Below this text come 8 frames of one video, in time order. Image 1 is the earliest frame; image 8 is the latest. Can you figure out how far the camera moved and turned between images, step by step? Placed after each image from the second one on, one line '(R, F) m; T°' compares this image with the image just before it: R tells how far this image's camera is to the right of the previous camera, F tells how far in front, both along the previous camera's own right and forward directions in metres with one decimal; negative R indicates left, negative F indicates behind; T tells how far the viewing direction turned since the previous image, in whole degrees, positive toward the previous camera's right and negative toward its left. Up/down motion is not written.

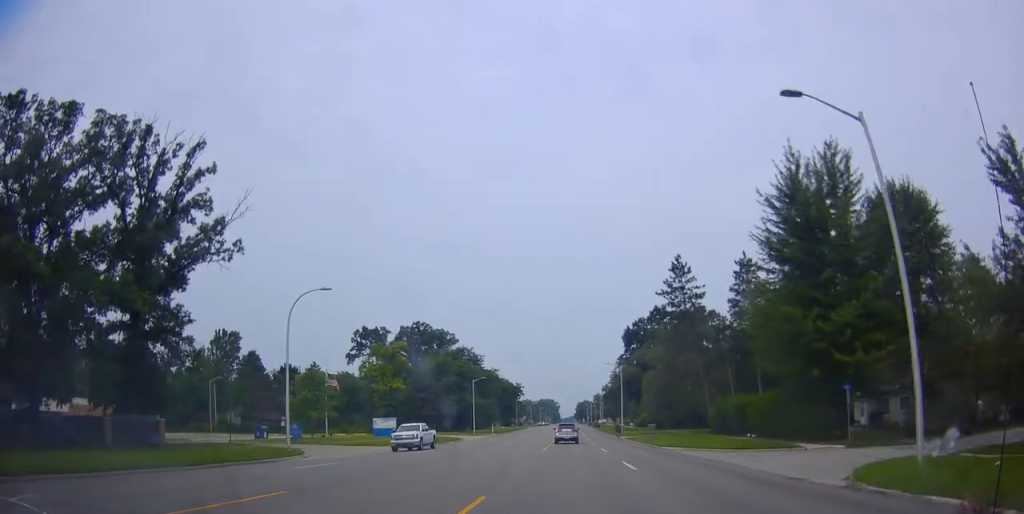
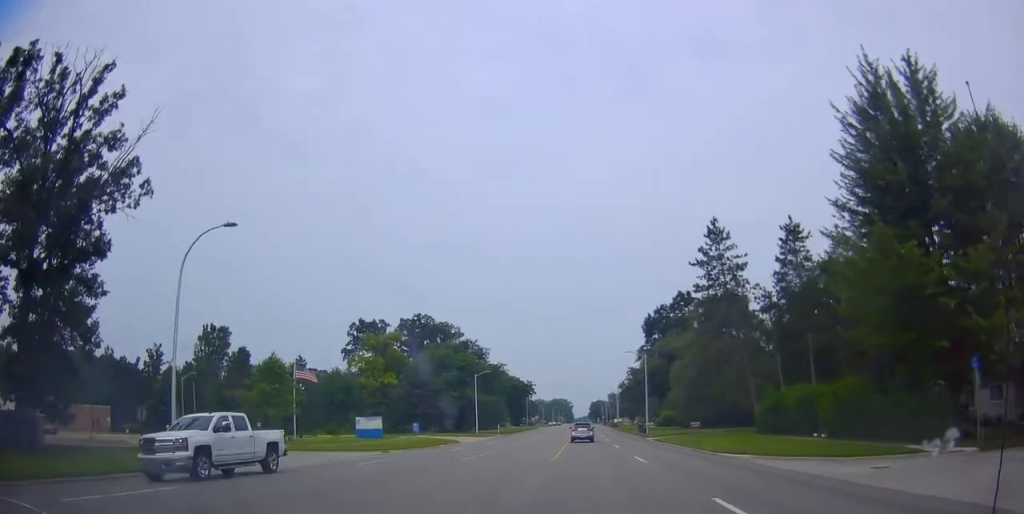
(-0.1, +11.5) m; -1°
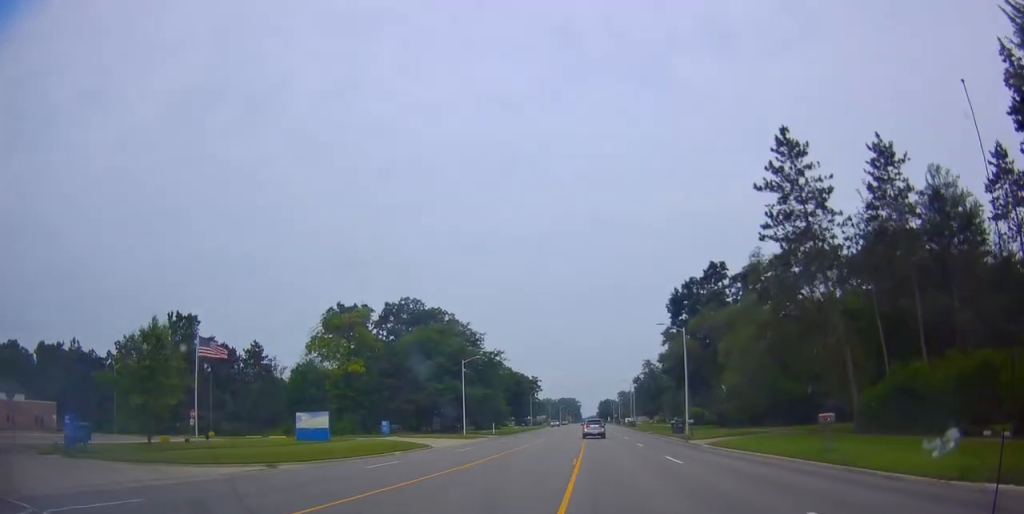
(-0.3, +17.9) m; -1°
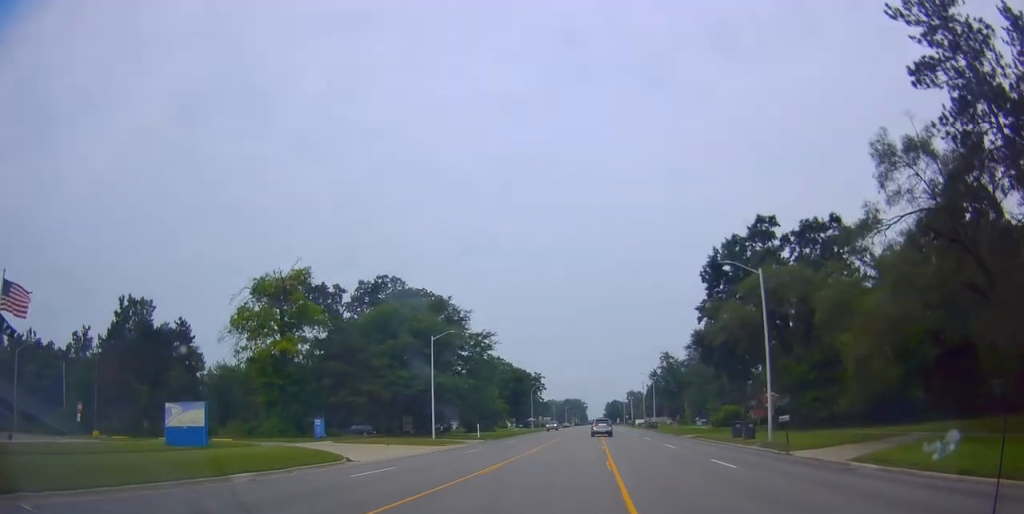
(0.0, +20.5) m; 0°
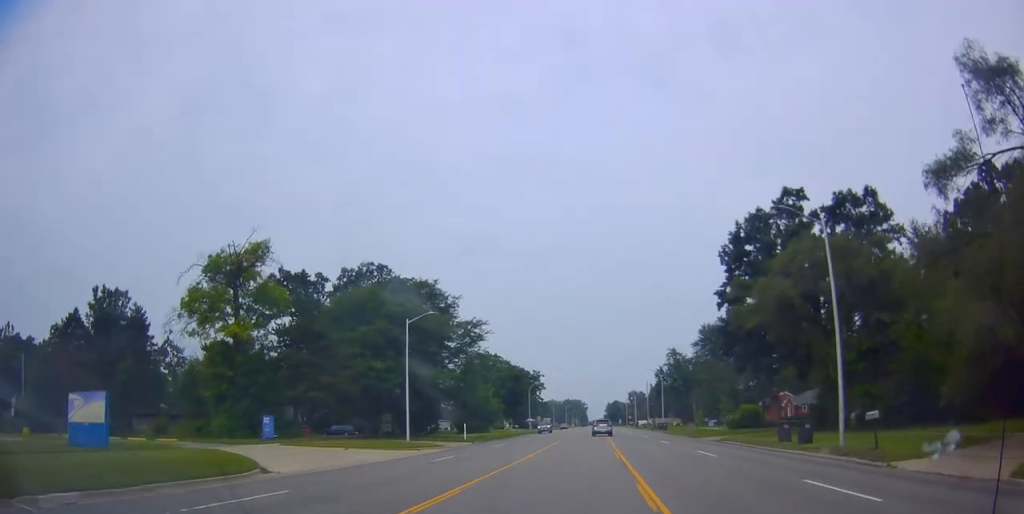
(0.0, +9.9) m; 0°
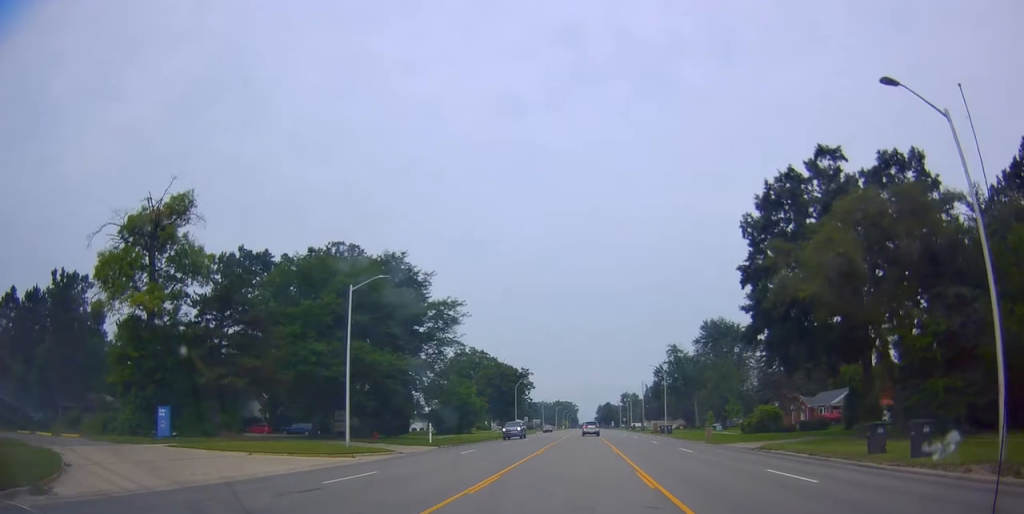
(0.0, +14.3) m; +1°
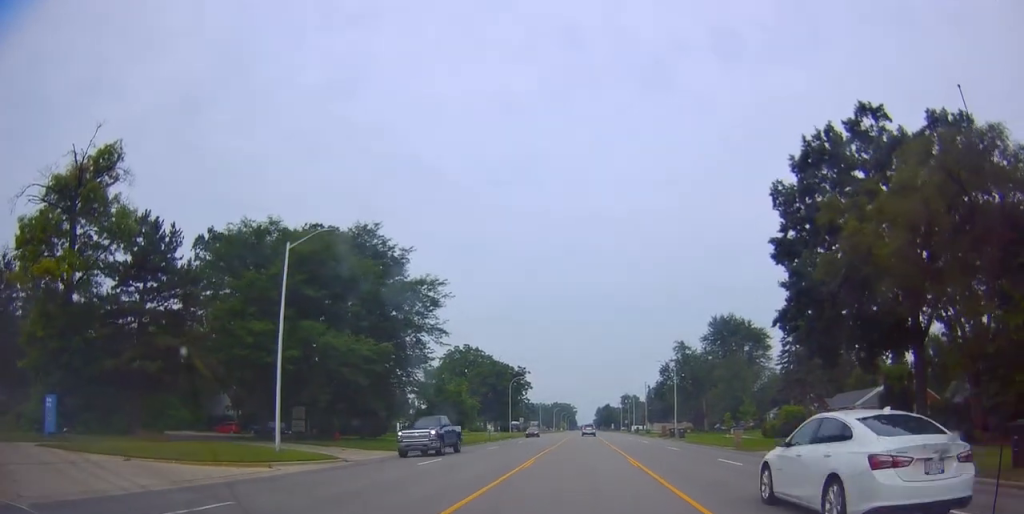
(+0.3, +15.0) m; 0°
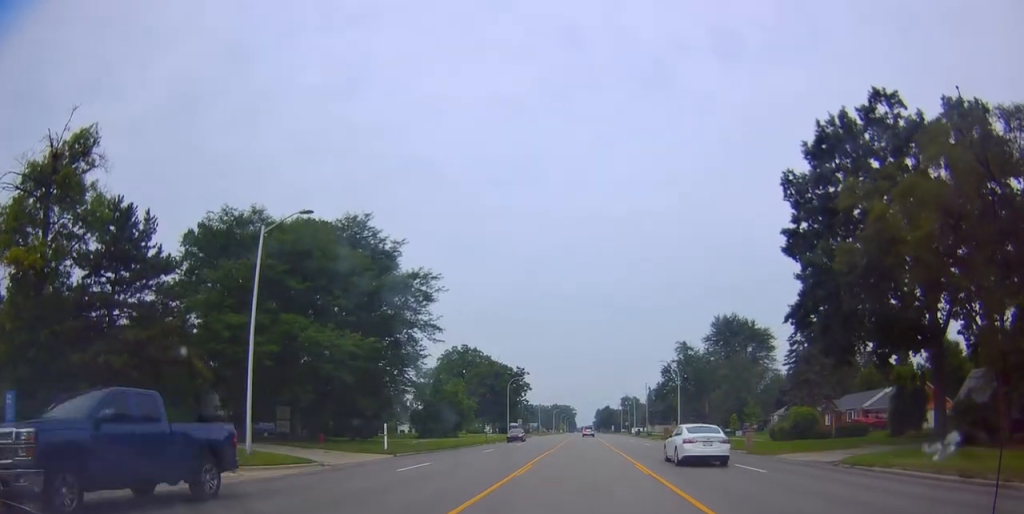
(-0.3, +7.6) m; +2°
